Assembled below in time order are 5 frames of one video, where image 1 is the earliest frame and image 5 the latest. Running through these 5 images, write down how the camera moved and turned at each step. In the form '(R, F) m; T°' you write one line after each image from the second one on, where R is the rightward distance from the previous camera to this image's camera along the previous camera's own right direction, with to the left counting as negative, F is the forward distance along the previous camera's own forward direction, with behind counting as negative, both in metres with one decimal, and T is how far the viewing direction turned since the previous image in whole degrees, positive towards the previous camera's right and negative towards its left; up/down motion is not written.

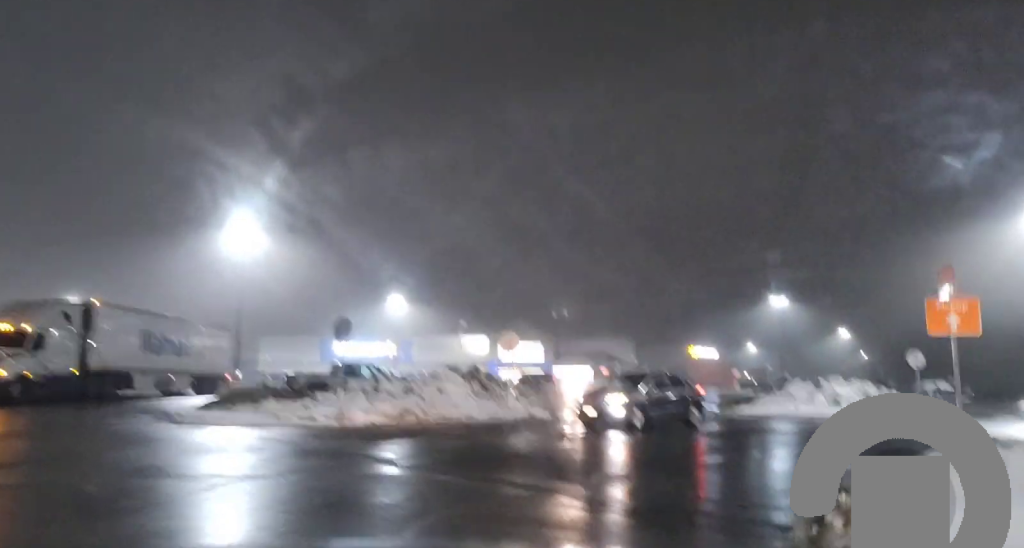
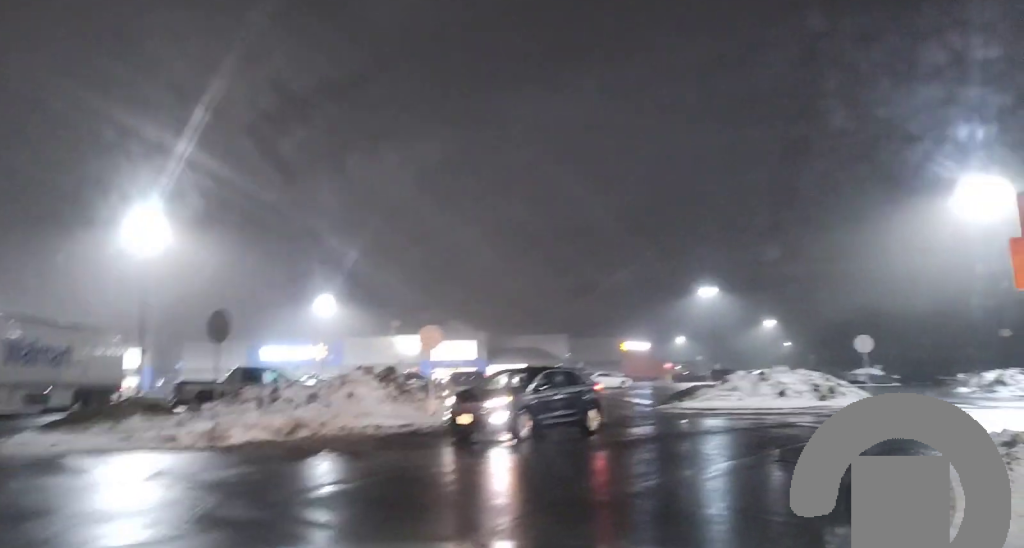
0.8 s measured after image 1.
(+0.1, +4.6) m; +5°
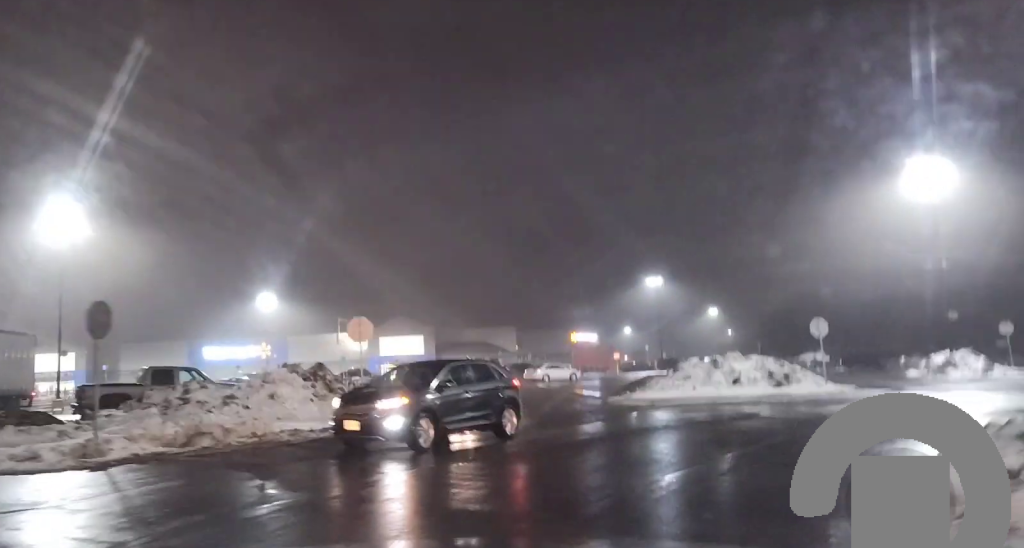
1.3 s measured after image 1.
(0.0, +2.8) m; +7°
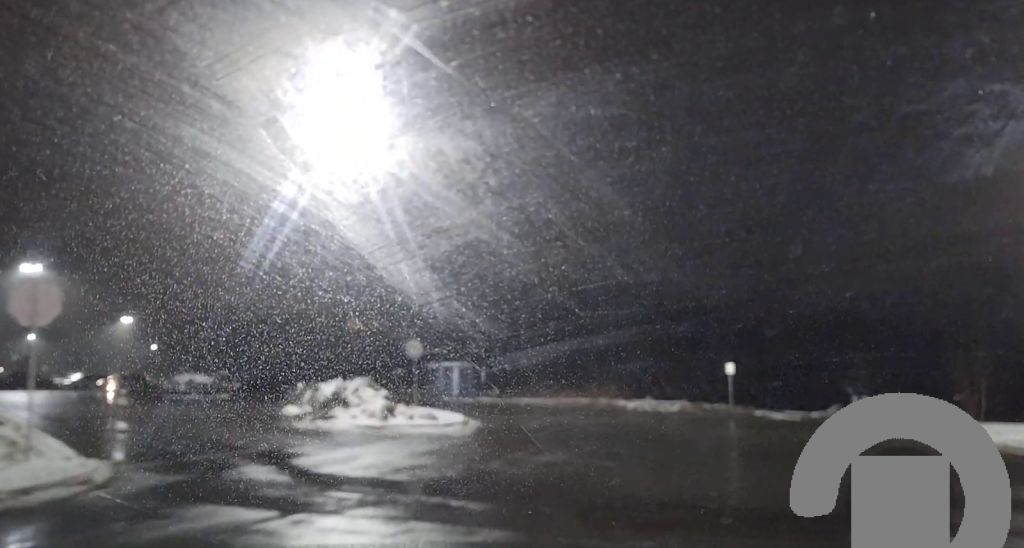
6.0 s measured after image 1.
(+7.0, +24.7) m; +23°
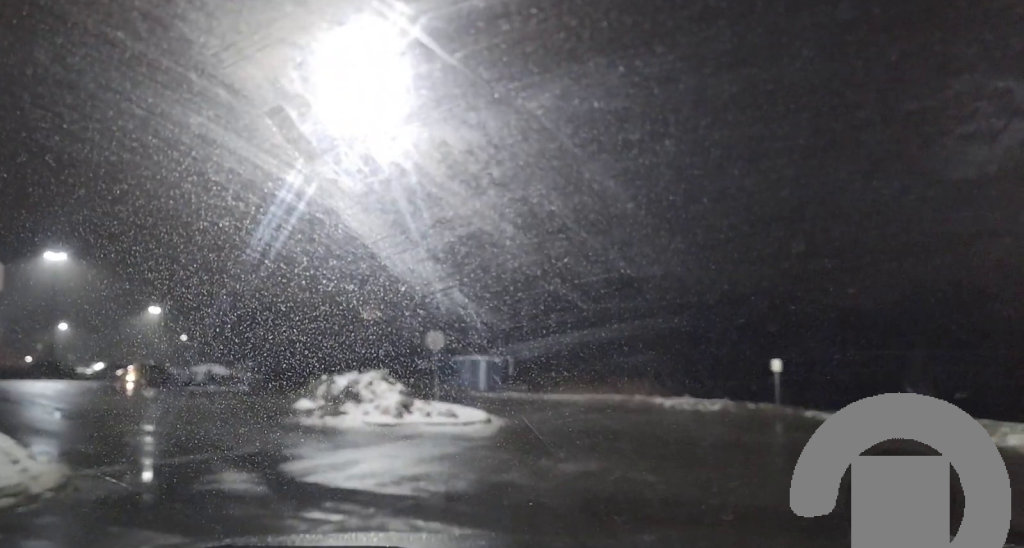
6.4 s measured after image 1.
(+0.1, +2.2) m; +1°
